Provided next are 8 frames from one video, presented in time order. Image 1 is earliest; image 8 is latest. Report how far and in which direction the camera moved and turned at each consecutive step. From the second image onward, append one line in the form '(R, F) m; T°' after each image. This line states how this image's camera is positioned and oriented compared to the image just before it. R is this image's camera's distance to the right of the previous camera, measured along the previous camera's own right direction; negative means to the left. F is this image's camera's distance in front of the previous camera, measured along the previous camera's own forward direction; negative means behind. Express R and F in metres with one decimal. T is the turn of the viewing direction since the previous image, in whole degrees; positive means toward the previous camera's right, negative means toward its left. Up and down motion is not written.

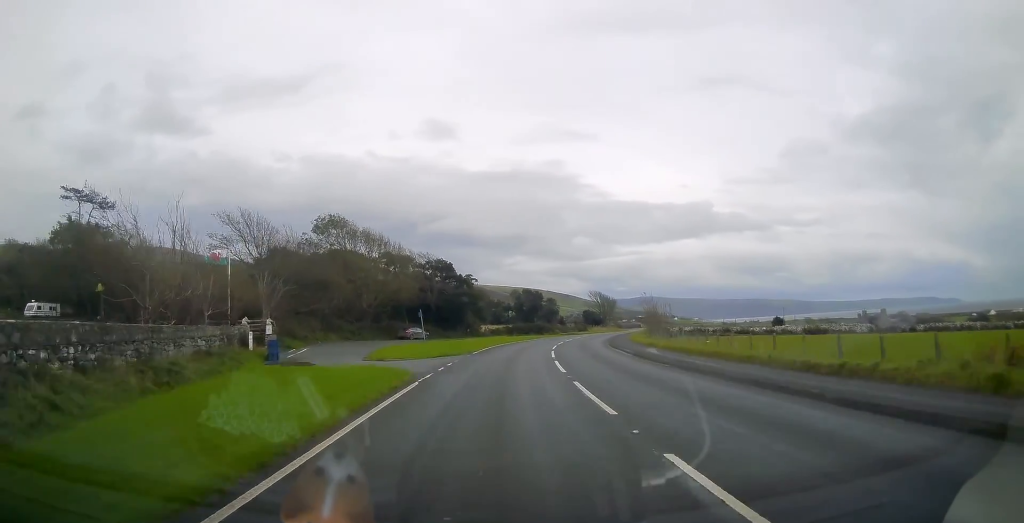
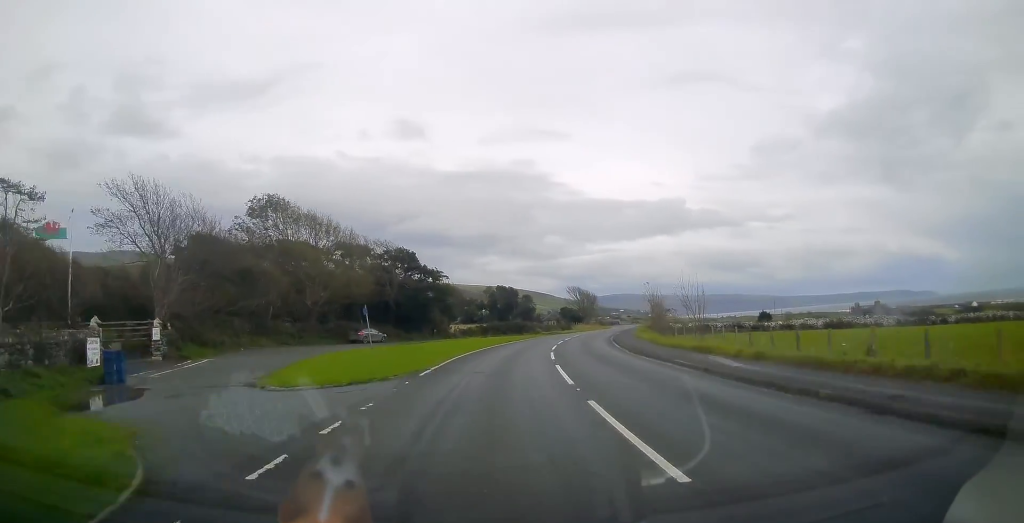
(+0.2, +12.8) m; +2°
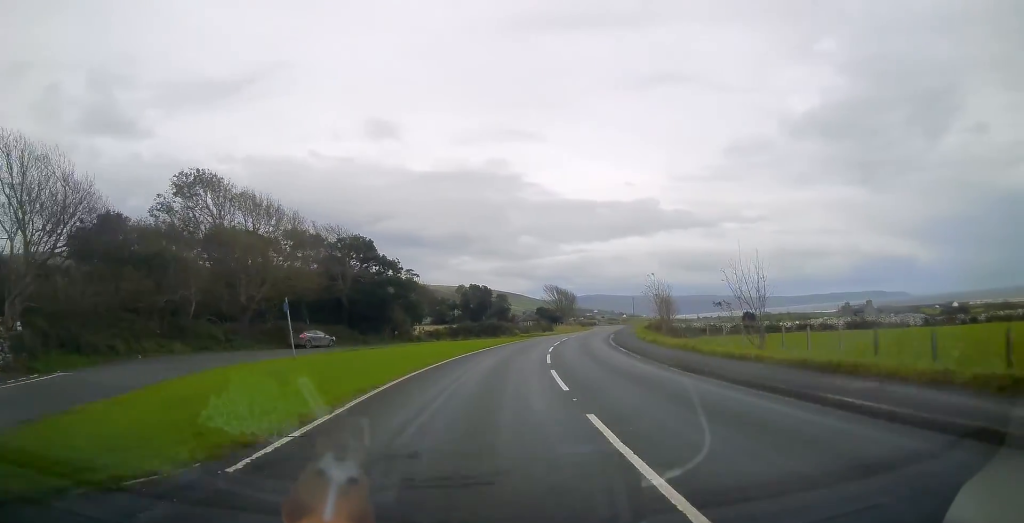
(0.0, +10.6) m; +2°
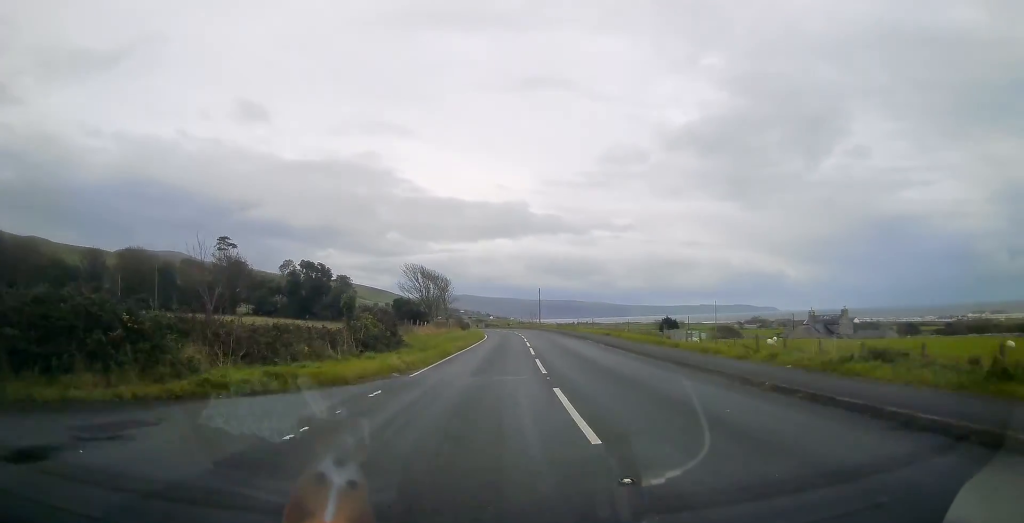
(+6.4, +58.1) m; +11°
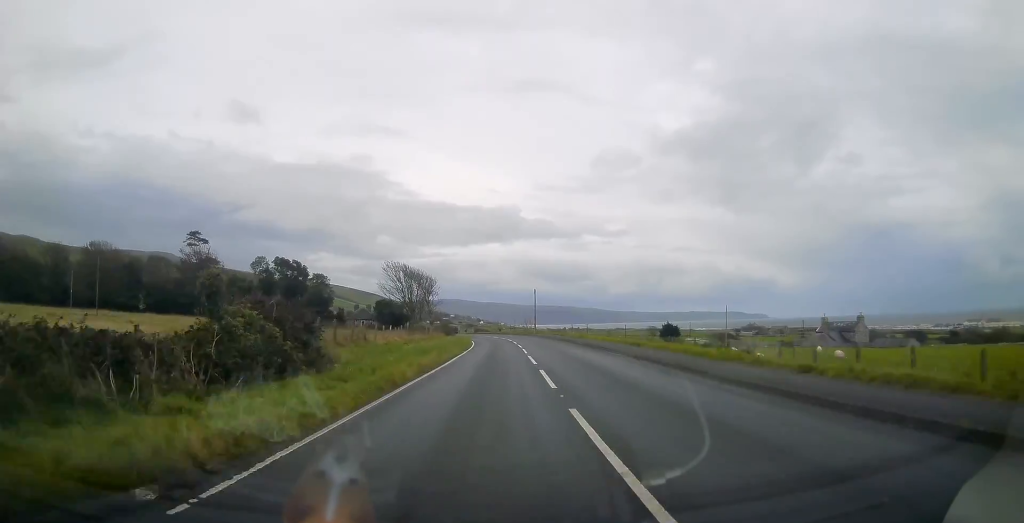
(+0.1, +11.6) m; +1°
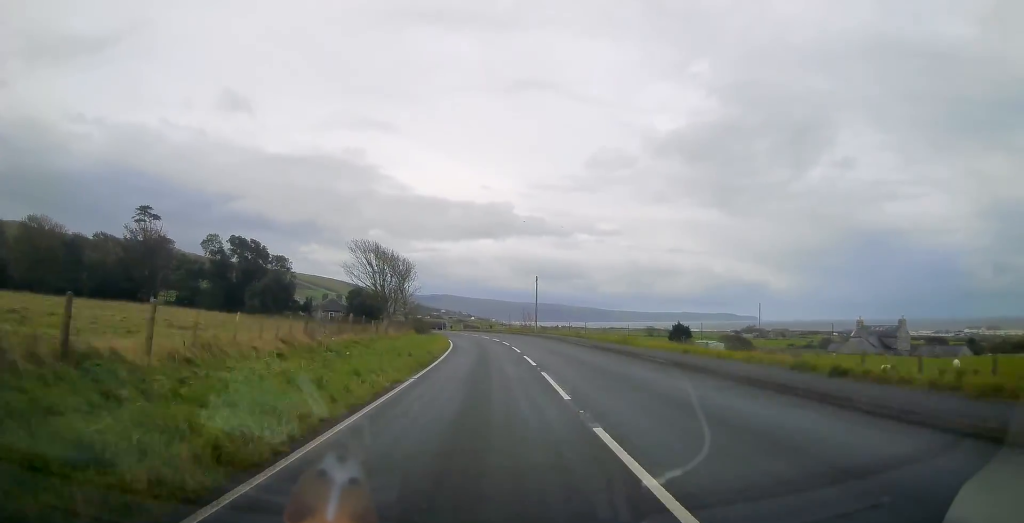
(+0.4, +19.6) m; +2°
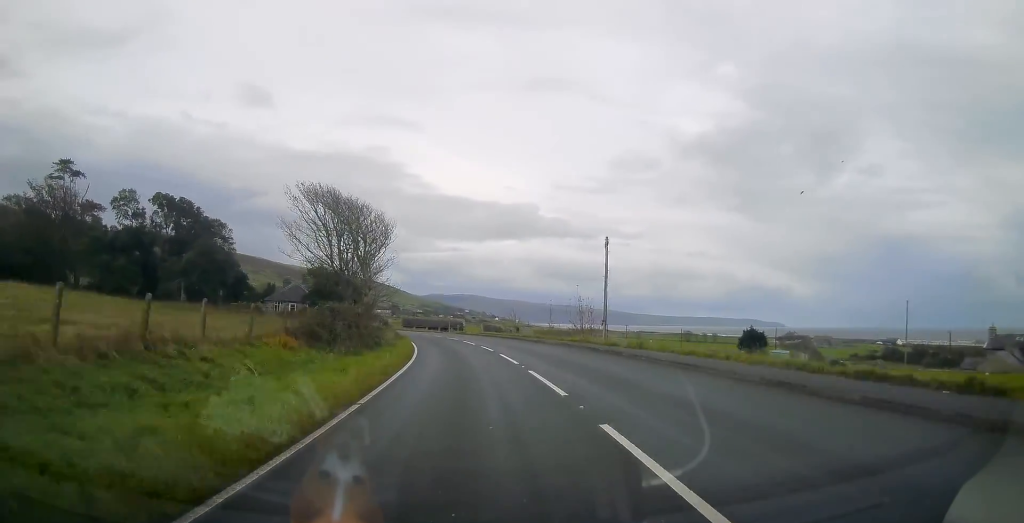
(-0.4, +34.7) m; -3°
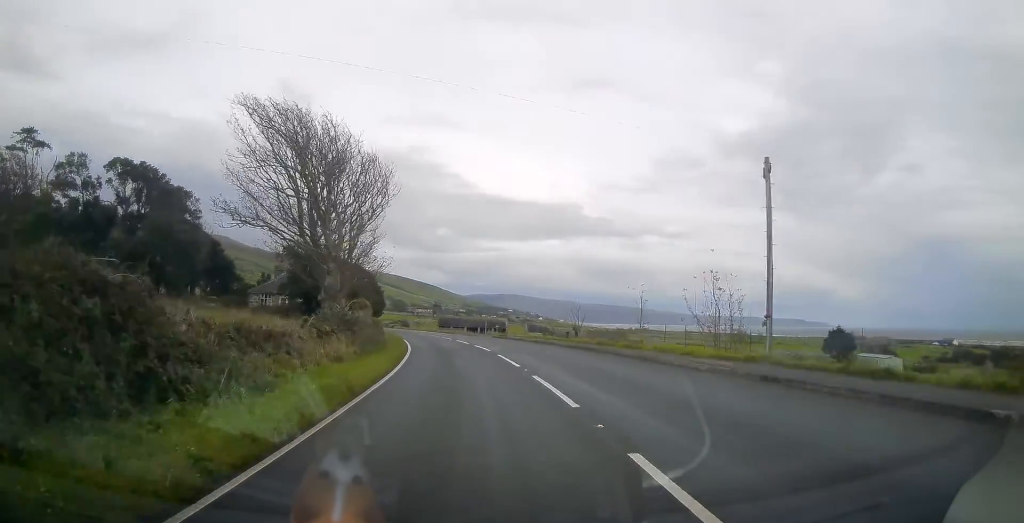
(-0.5, +19.2) m; -4°
